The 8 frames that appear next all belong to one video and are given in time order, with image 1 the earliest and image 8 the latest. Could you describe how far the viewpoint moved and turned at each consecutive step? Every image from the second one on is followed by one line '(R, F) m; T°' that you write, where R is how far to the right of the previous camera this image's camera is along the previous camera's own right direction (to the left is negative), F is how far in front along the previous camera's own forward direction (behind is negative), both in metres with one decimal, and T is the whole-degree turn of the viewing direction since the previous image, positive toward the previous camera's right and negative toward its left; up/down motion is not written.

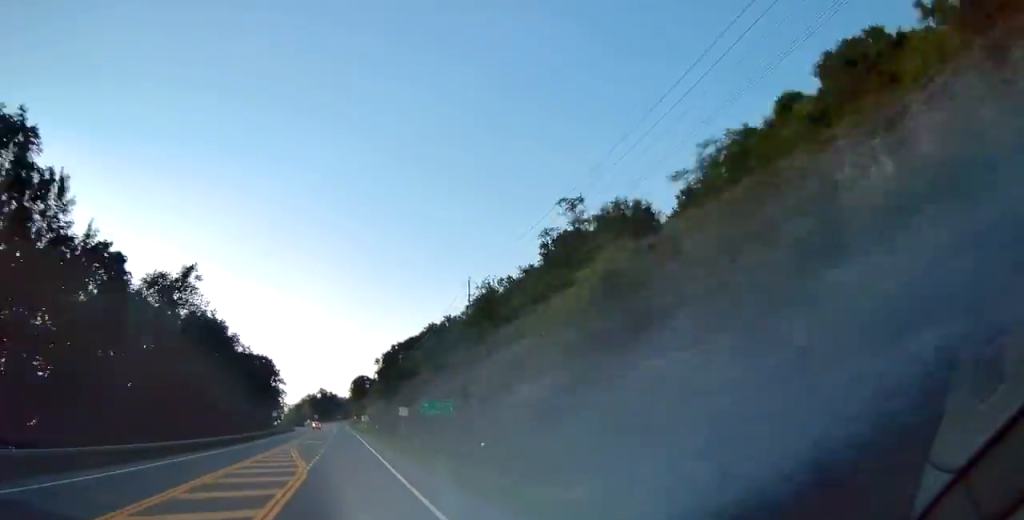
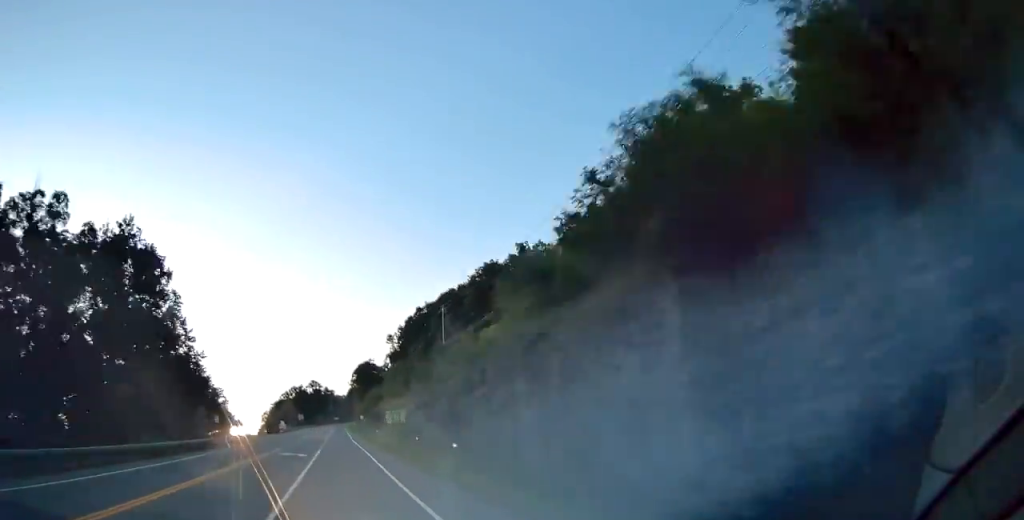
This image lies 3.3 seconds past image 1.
(-0.9, +80.1) m; 0°
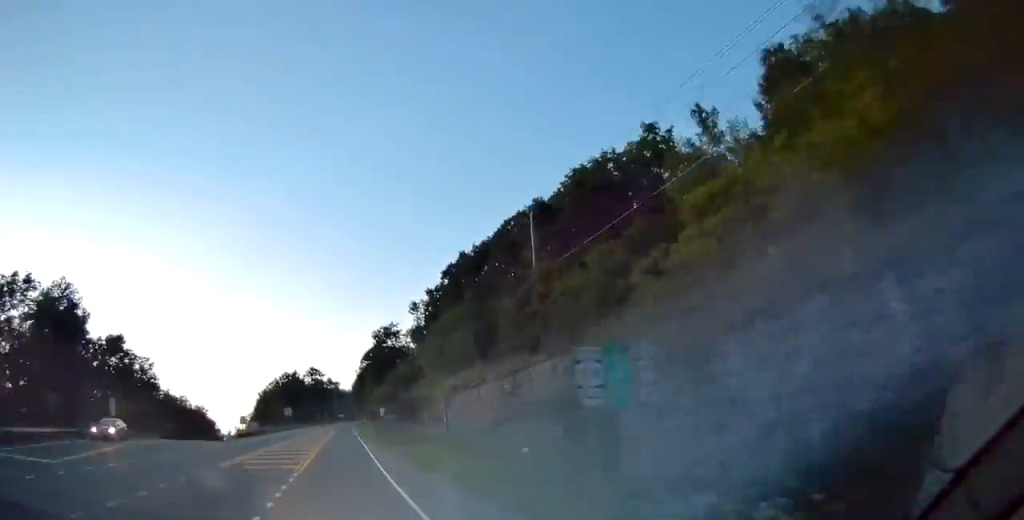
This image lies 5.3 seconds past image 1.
(+0.1, +48.9) m; 0°
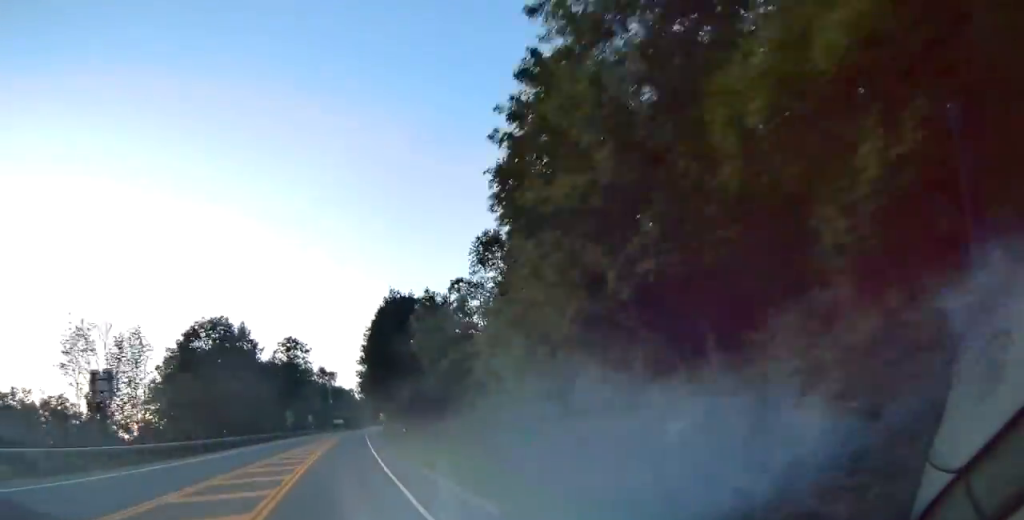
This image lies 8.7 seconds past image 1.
(+0.5, +82.2) m; +1°
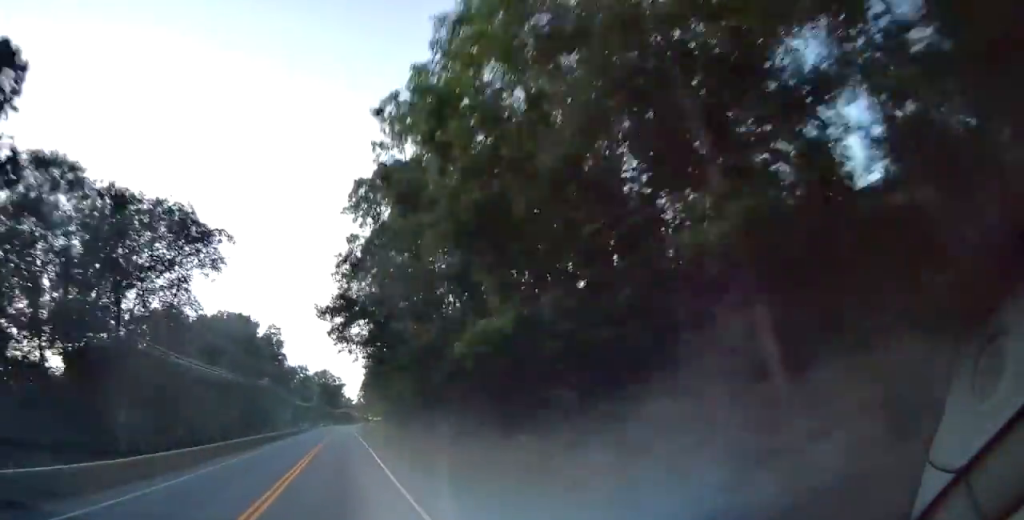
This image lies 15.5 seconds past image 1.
(+5.0, +170.0) m; +3°
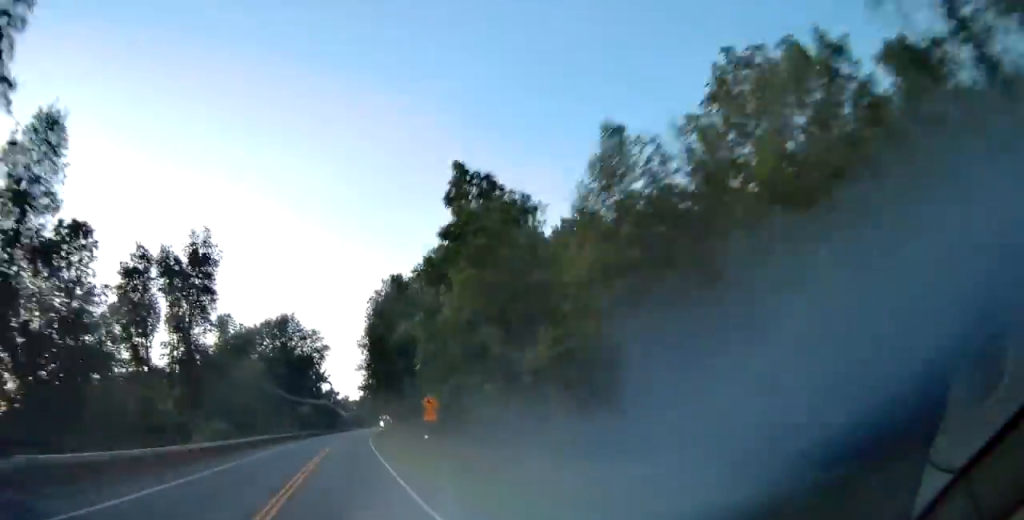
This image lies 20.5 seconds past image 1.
(+2.8, +126.2) m; +3°
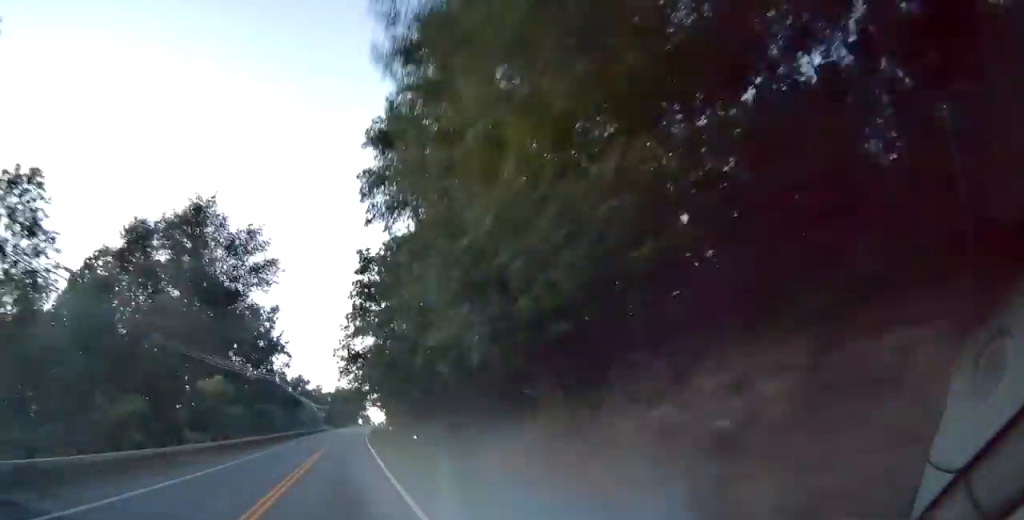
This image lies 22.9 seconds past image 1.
(+0.5, +59.1) m; +2°
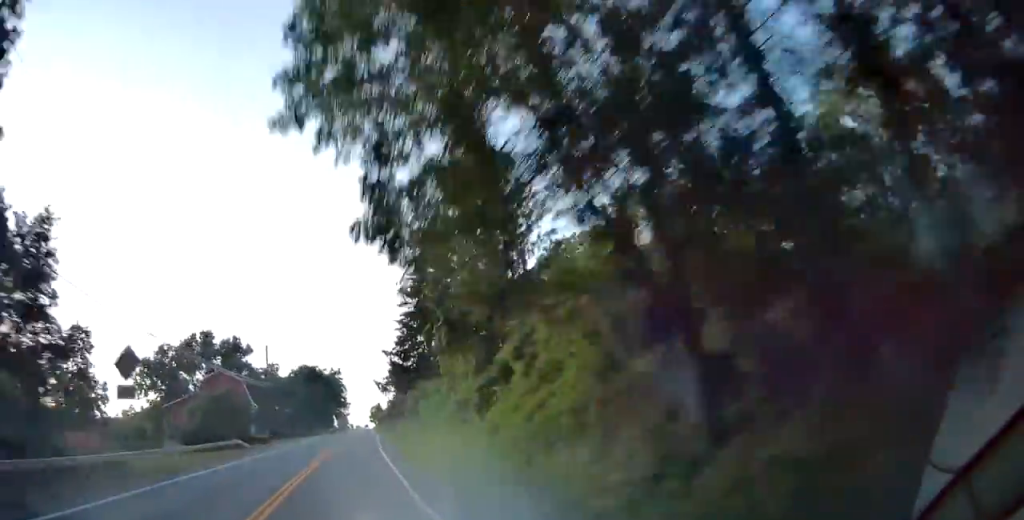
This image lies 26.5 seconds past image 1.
(+2.1, +86.3) m; +3°
